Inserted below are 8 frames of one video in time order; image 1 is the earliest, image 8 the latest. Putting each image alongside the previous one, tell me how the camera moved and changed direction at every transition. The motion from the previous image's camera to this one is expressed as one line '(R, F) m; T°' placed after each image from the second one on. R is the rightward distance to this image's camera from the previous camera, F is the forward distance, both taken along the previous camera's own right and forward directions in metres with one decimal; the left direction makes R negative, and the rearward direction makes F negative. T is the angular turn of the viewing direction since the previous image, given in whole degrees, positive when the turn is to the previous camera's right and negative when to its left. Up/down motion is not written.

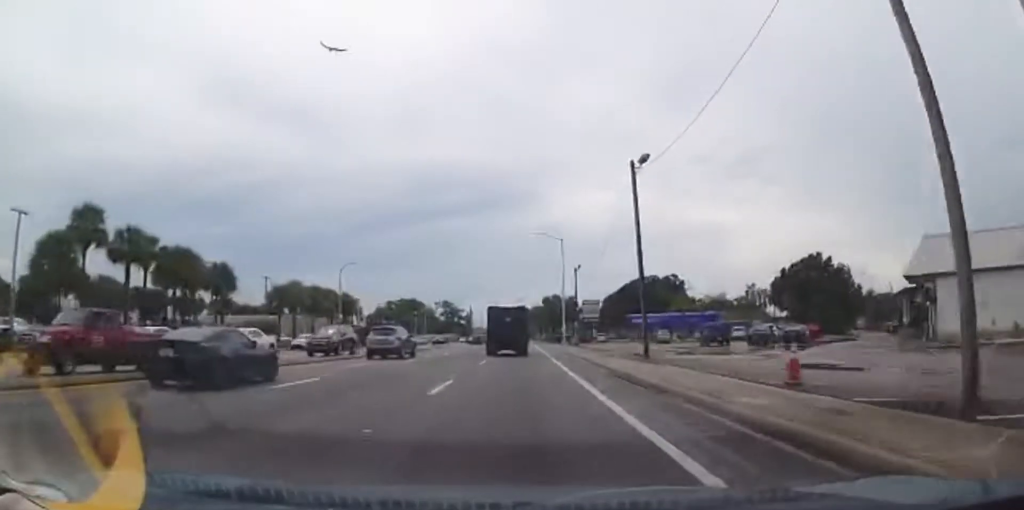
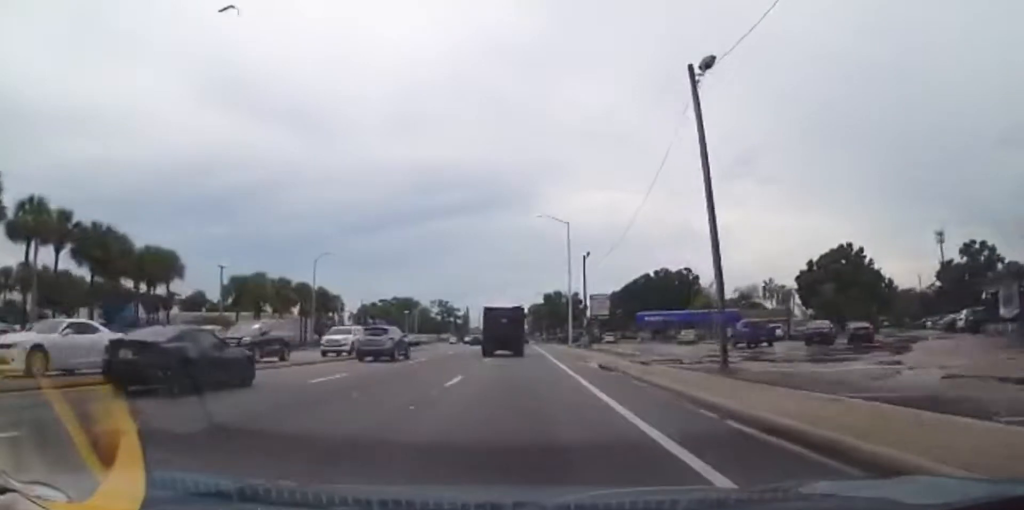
(+0.3, +10.0) m; 0°
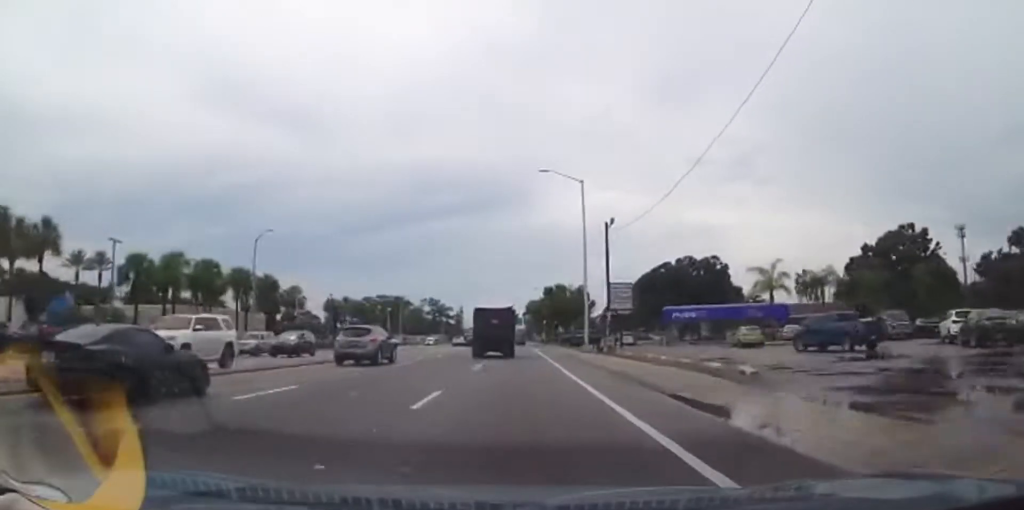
(-0.4, +16.2) m; -1°
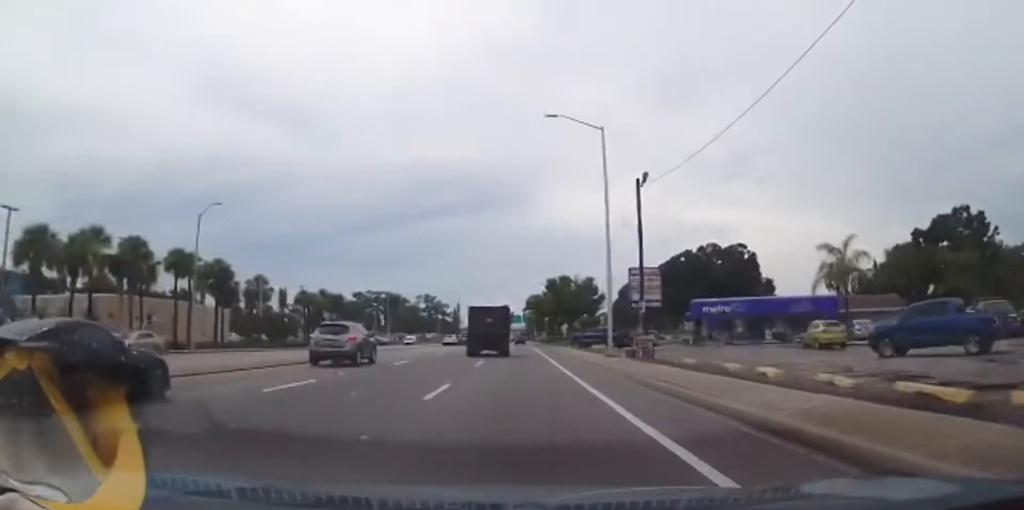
(0.0, +10.8) m; +1°
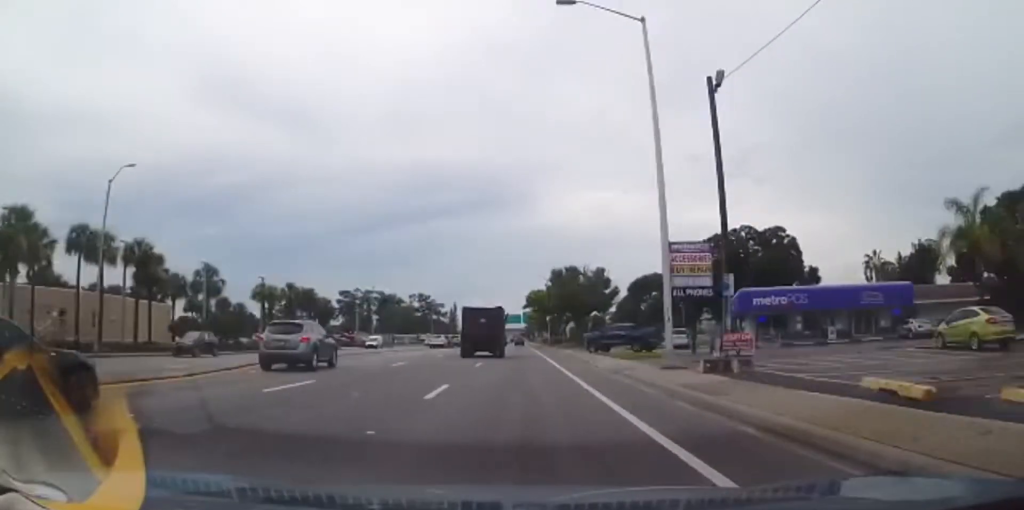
(+0.2, +11.9) m; 0°
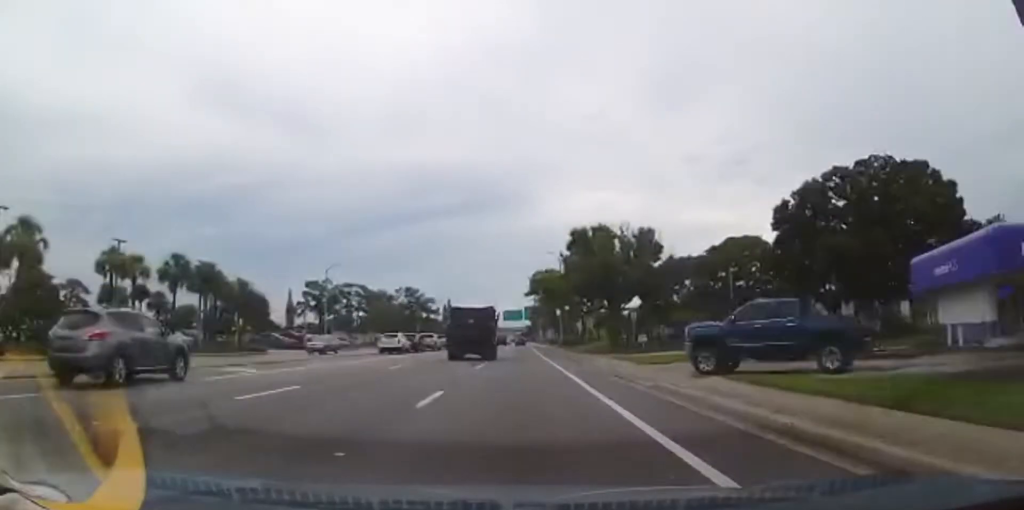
(-0.4, +24.9) m; -1°
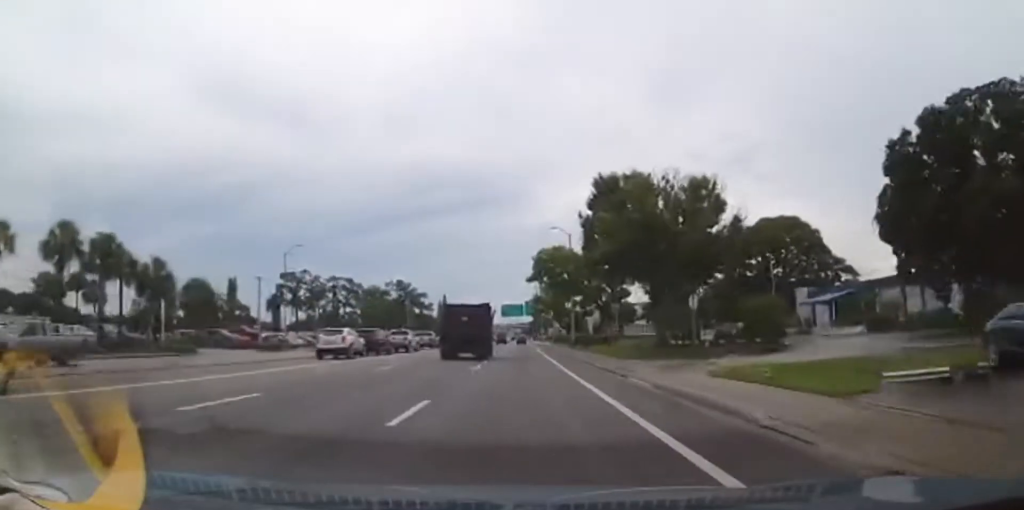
(+0.4, +14.0) m; +1°
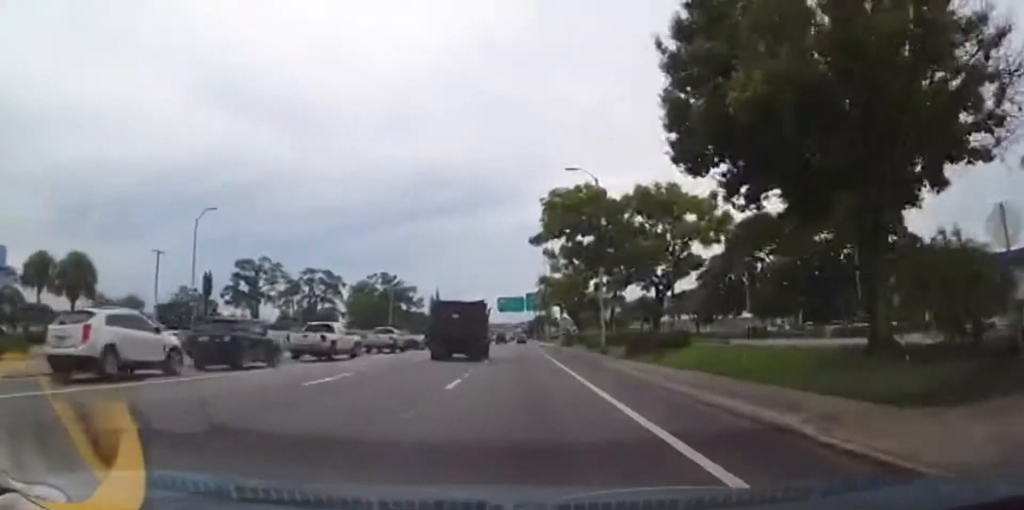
(0.0, +18.8) m; -1°
